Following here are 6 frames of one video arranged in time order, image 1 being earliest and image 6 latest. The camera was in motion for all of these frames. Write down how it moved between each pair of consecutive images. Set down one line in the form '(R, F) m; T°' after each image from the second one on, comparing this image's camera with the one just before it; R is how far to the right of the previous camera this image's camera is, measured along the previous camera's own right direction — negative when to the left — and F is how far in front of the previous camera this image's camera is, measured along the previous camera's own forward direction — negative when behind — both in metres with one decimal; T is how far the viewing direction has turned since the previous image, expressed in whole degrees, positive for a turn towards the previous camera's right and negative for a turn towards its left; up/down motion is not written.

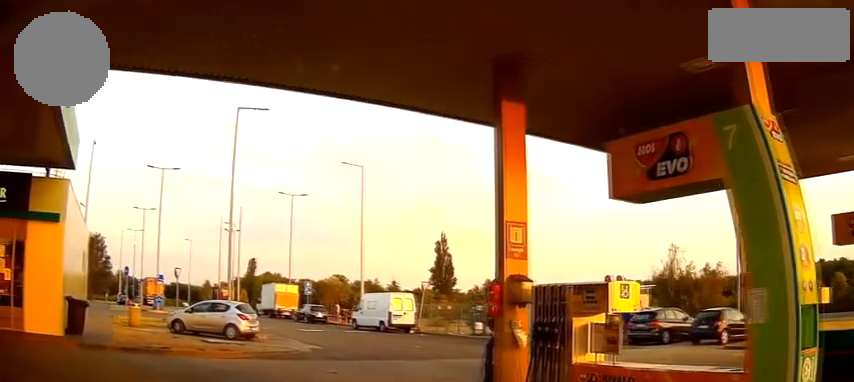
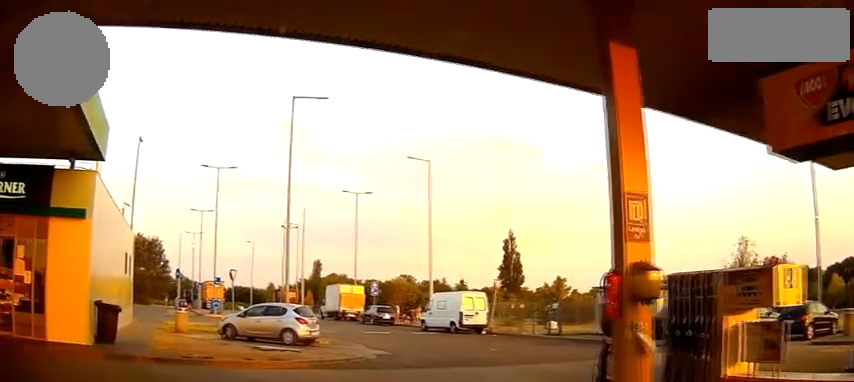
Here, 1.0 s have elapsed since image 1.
(-0.1, +1.6) m; -8°
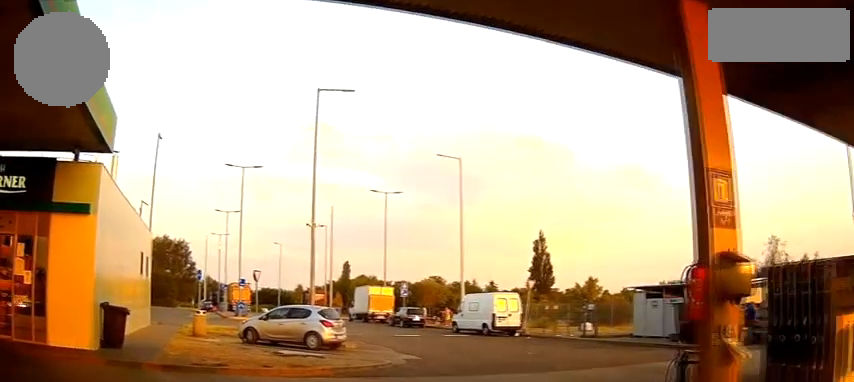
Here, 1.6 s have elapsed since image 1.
(0.0, +0.9) m; -2°
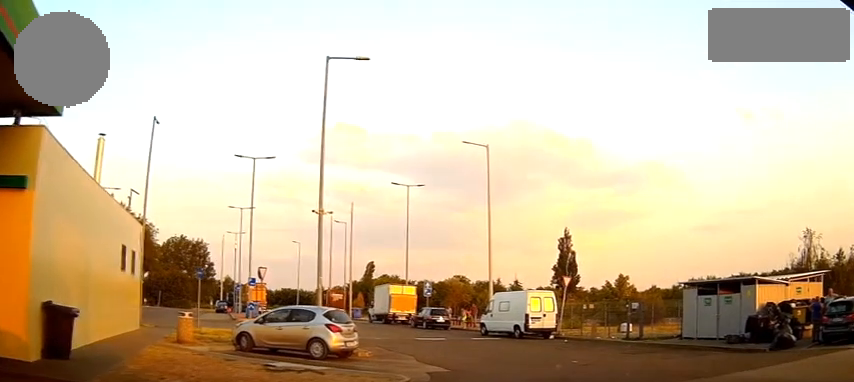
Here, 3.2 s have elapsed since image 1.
(-0.1, +2.9) m; -2°
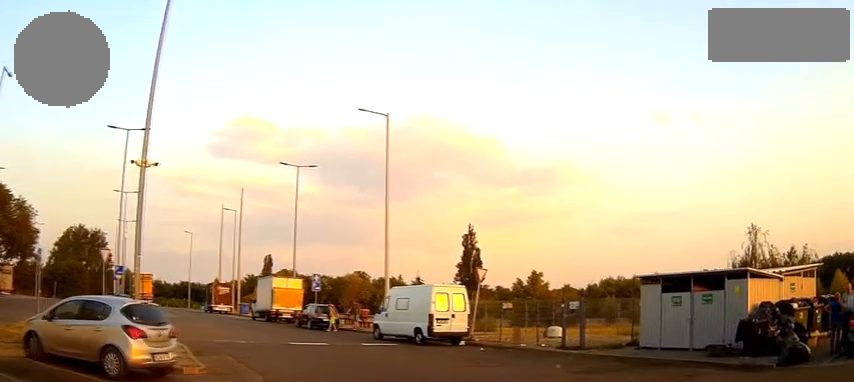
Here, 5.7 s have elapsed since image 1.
(+0.9, +5.9) m; +15°
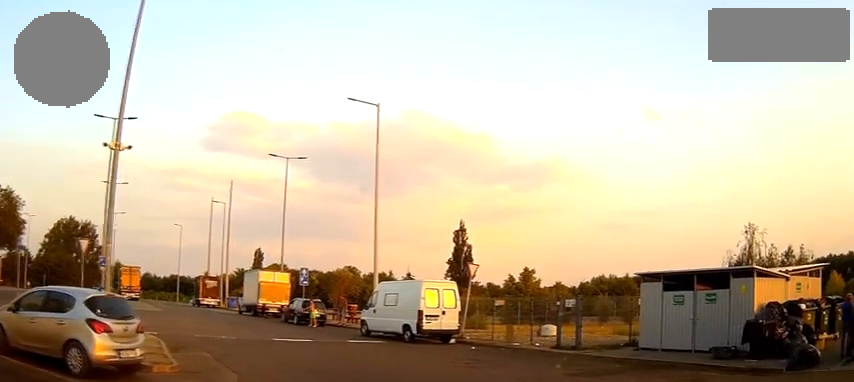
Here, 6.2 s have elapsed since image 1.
(0.0, +1.1) m; 0°
